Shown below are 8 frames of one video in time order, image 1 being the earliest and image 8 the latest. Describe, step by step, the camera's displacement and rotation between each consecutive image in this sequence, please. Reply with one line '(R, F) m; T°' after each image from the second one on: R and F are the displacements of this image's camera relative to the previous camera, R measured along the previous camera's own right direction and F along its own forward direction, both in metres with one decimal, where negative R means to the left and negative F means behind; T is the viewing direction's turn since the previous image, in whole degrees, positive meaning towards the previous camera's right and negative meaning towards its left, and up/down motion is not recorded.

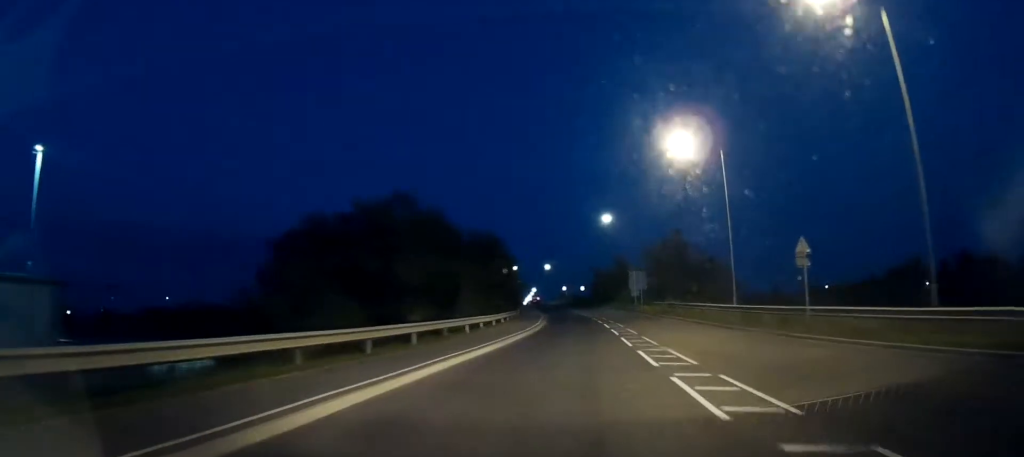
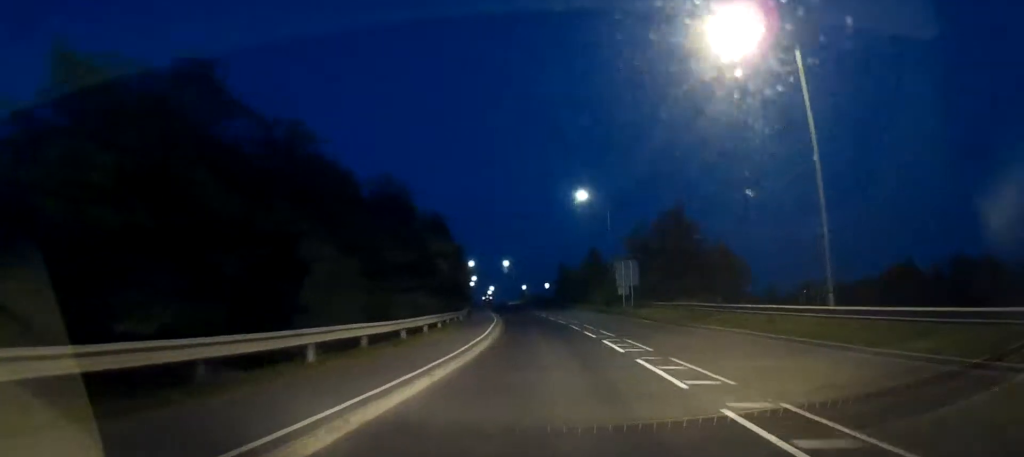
(+0.5, +15.1) m; +5°
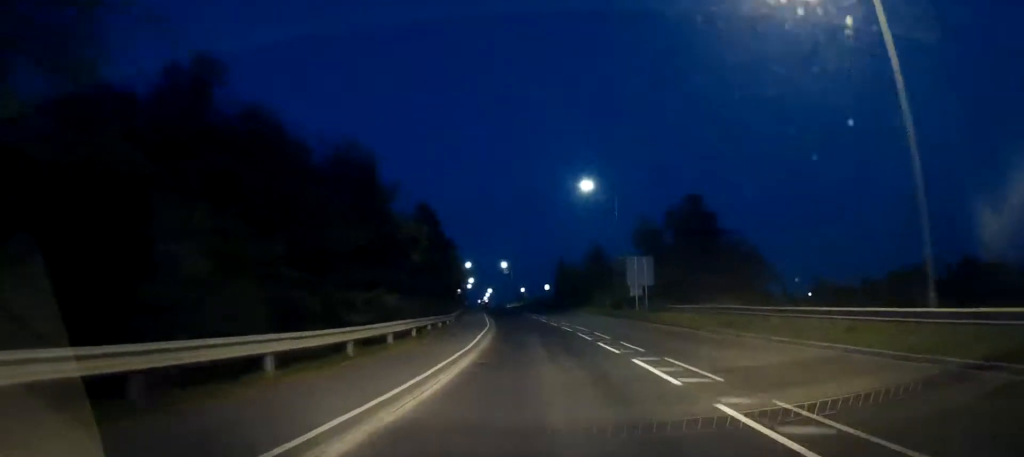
(+0.3, +5.4) m; +1°
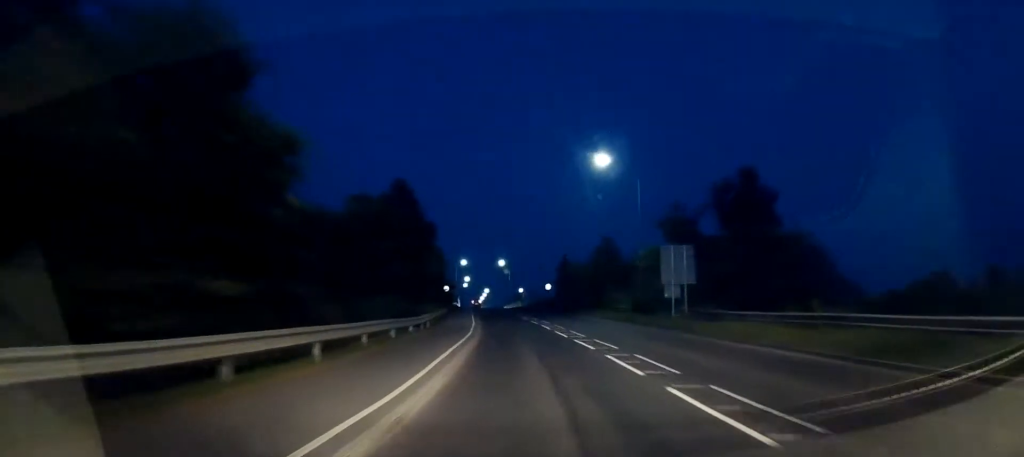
(+0.3, +9.4) m; +1°
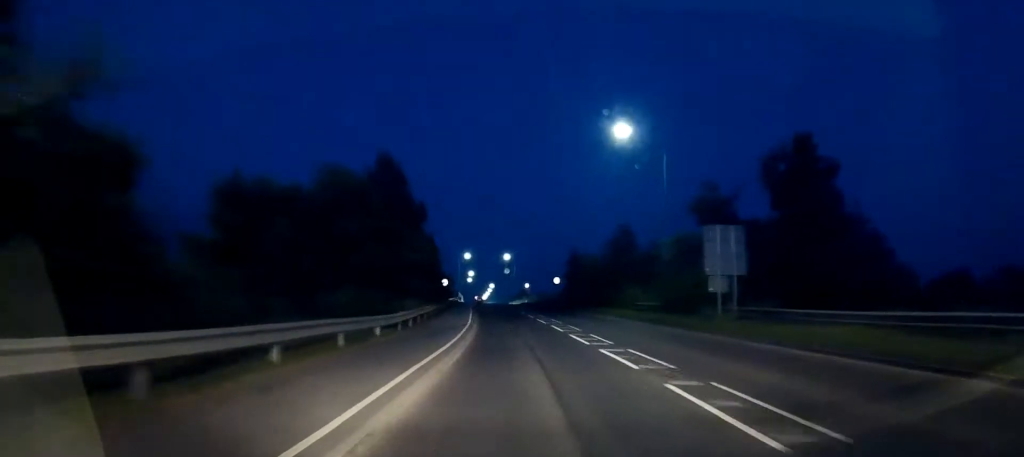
(-0.1, +5.9) m; 0°
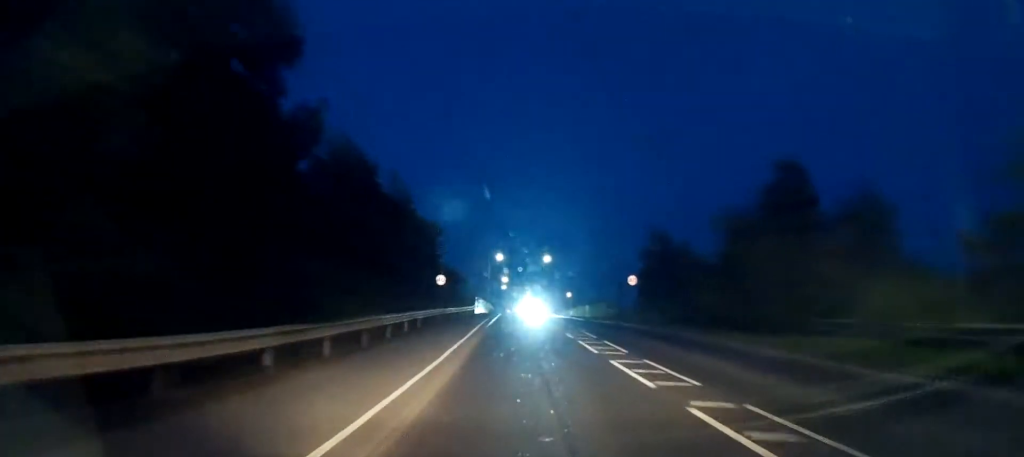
(-0.9, +25.7) m; -5°
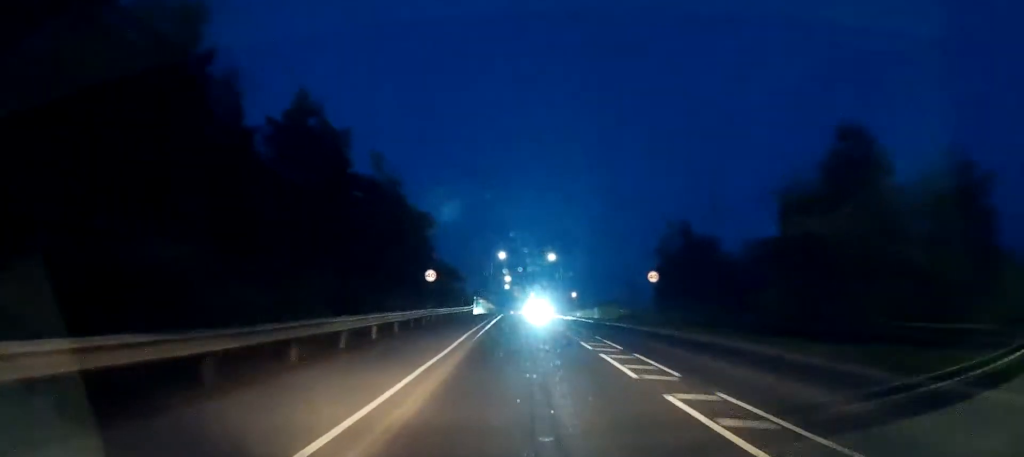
(0.0, +5.1) m; 0°
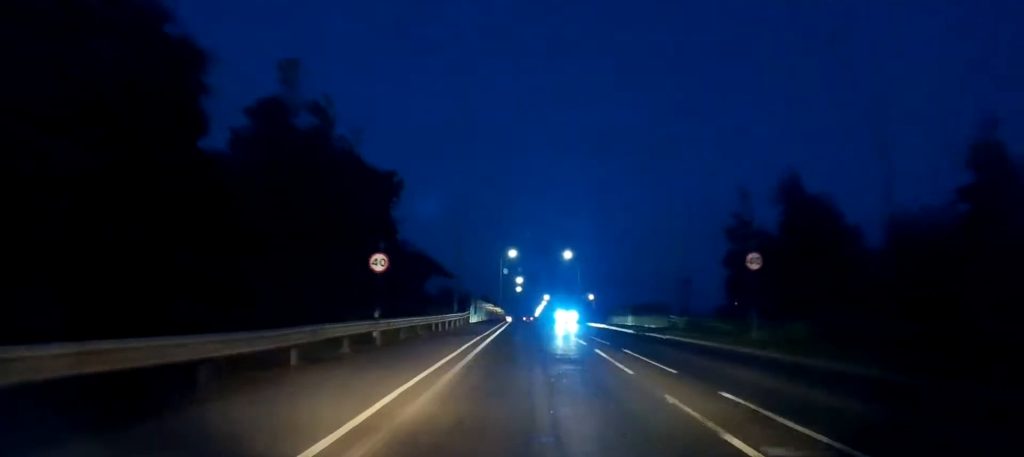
(0.0, +13.0) m; 0°
